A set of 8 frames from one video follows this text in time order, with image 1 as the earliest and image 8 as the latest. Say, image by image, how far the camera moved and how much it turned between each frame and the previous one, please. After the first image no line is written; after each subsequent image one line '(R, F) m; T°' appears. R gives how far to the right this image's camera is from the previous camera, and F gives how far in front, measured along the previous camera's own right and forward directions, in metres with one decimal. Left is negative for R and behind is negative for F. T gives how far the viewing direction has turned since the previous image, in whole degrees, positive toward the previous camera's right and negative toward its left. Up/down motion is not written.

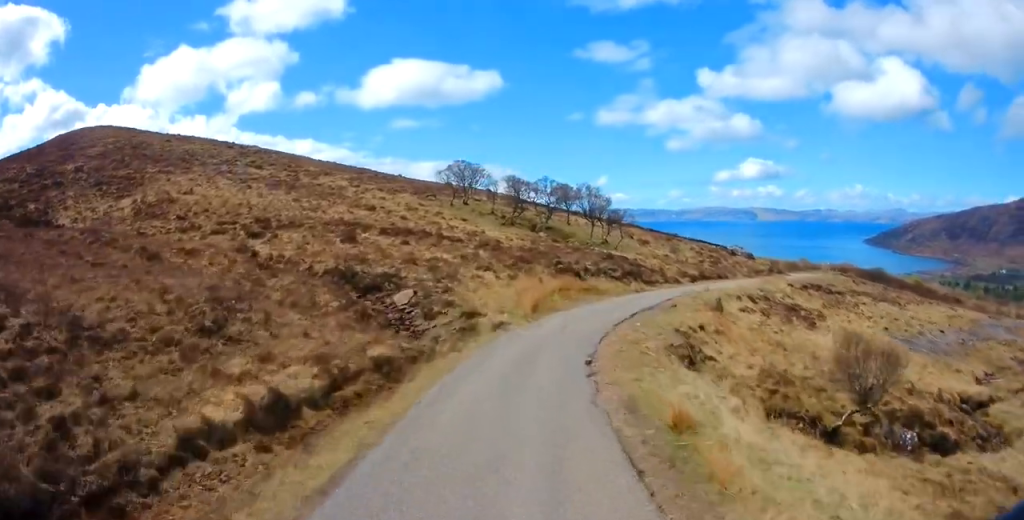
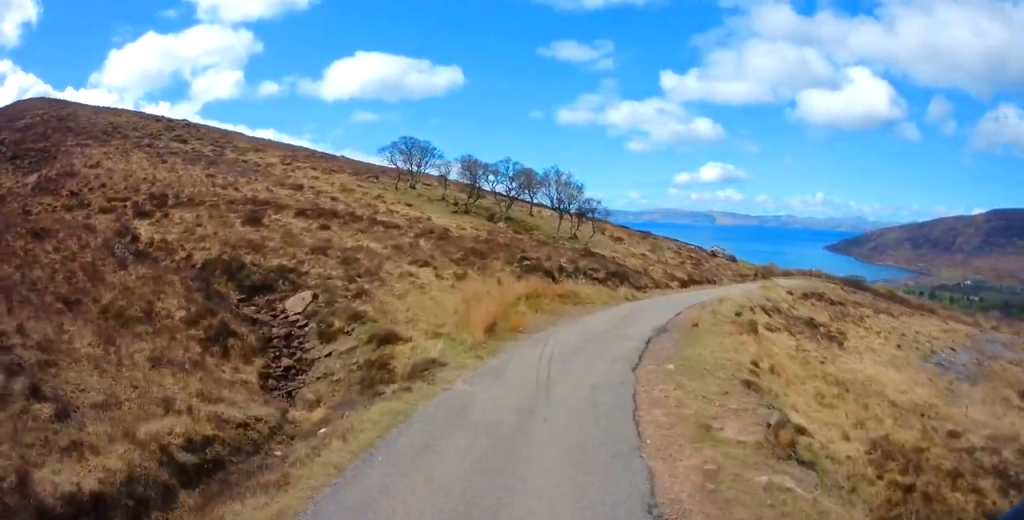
(+0.6, +9.4) m; +7°
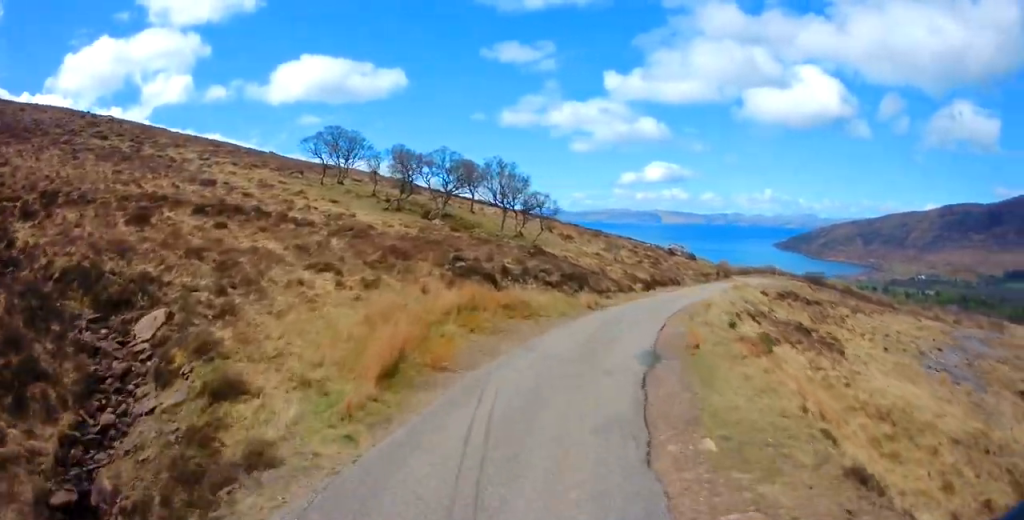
(-0.1, +6.0) m; +5°
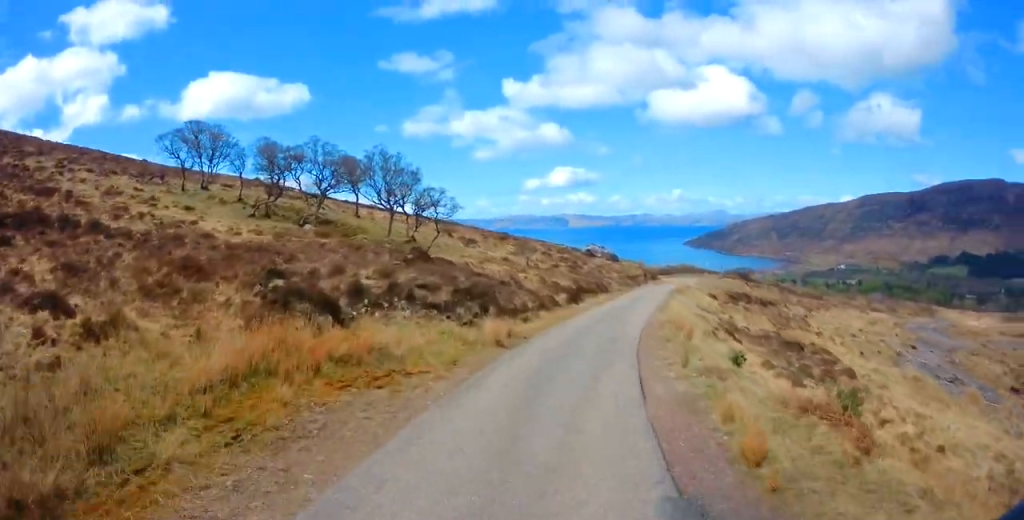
(+0.9, +8.9) m; +7°
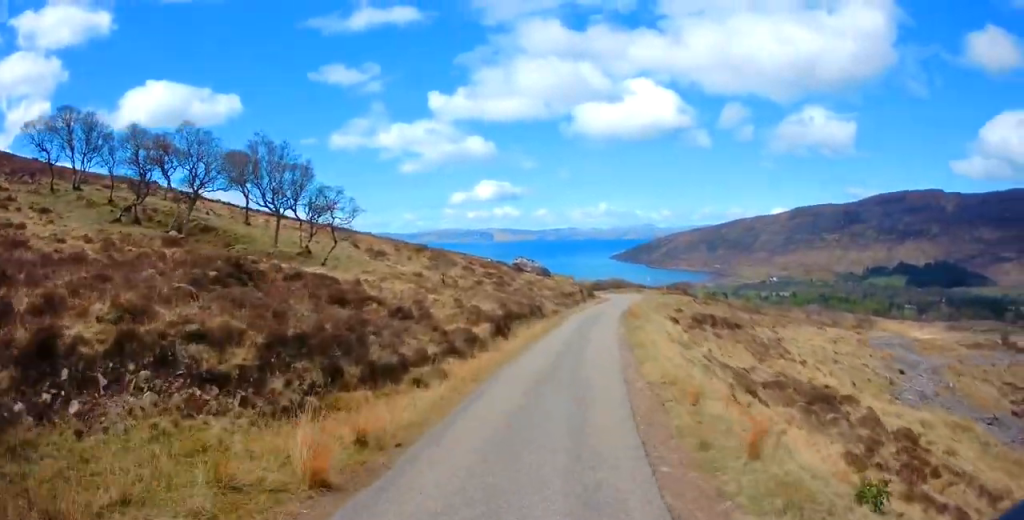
(+0.4, +7.6) m; +6°
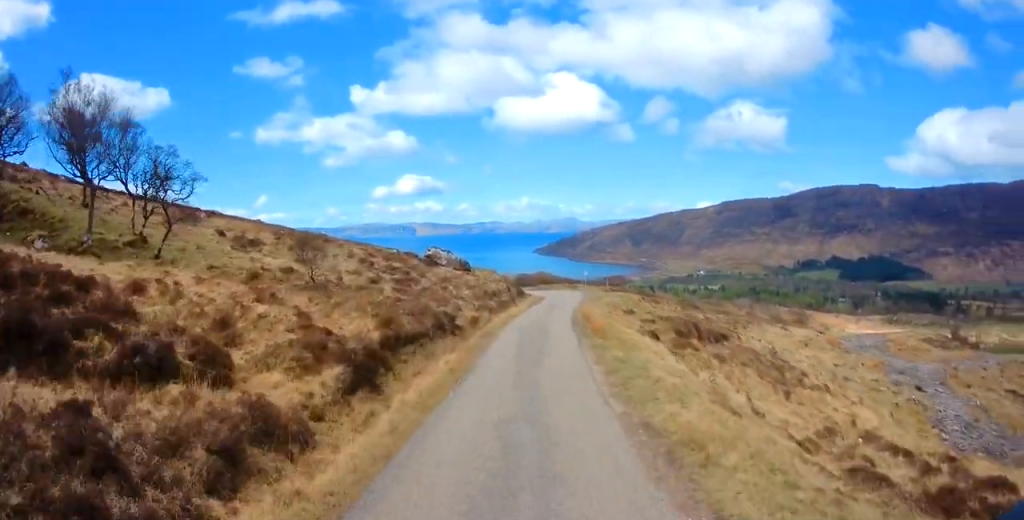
(+0.4, +10.2) m; +8°
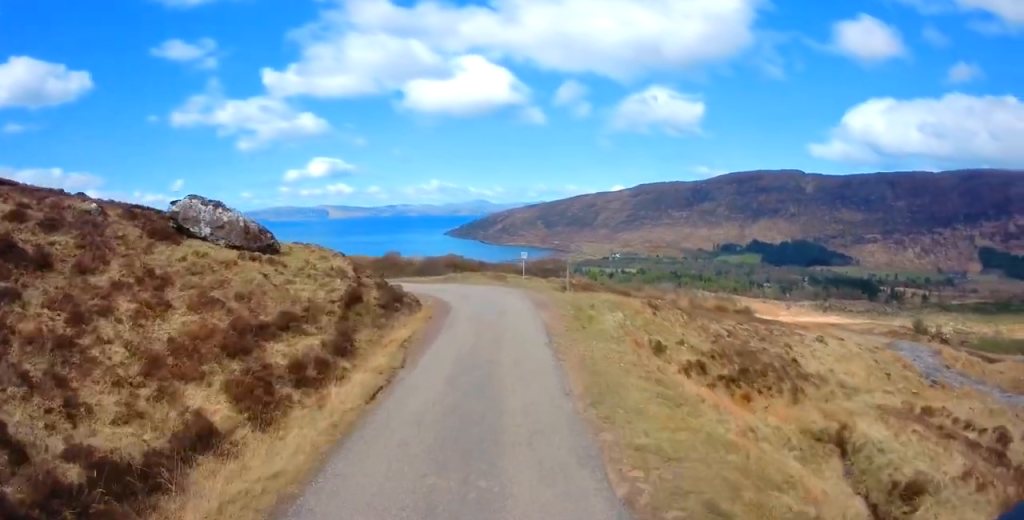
(+1.4, +27.7) m; +5°
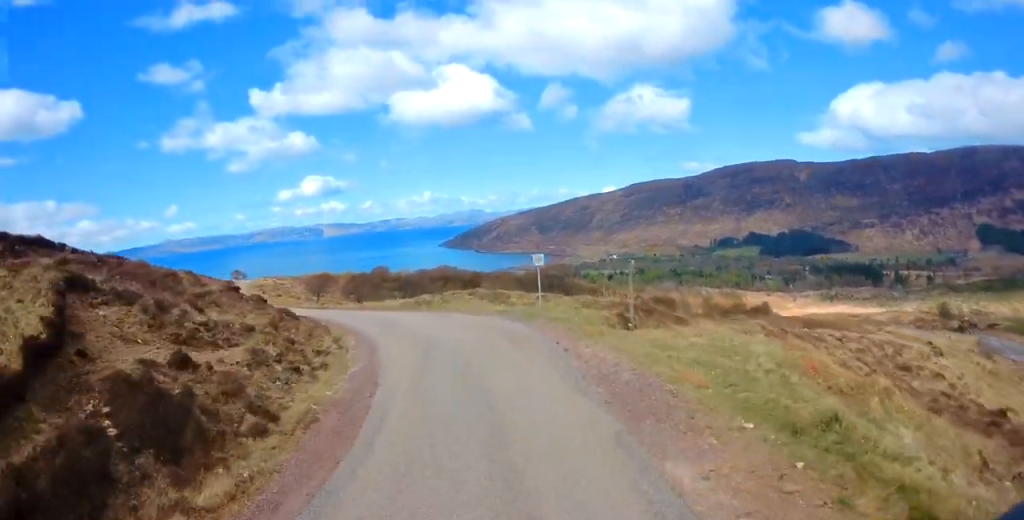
(+1.0, +15.6) m; -1°
